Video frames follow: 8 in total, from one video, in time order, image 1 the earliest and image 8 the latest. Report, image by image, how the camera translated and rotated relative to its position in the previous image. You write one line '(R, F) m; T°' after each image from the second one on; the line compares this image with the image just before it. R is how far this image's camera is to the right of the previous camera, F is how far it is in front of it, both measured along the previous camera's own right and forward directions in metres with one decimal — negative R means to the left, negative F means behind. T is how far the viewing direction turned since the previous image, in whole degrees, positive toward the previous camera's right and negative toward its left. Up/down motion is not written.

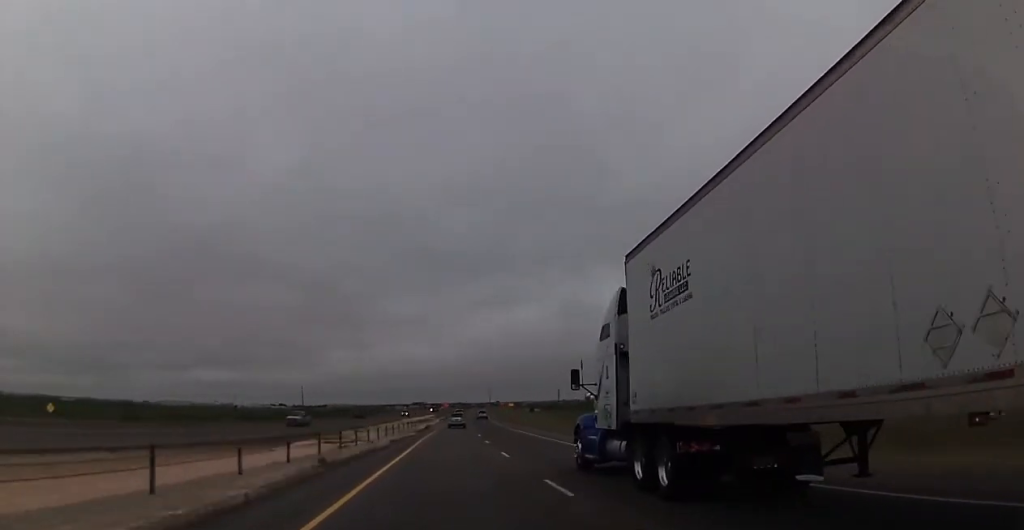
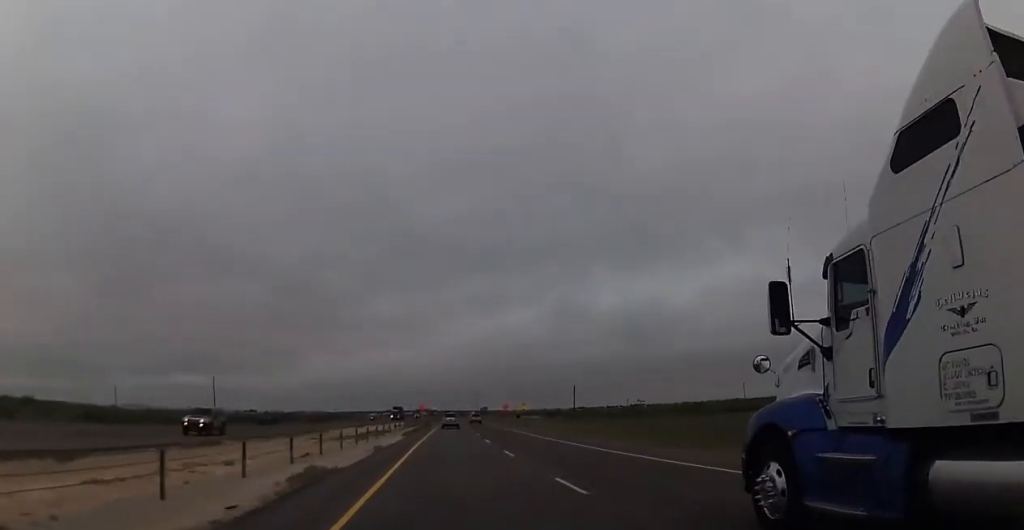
(+1.0, +73.9) m; +2°
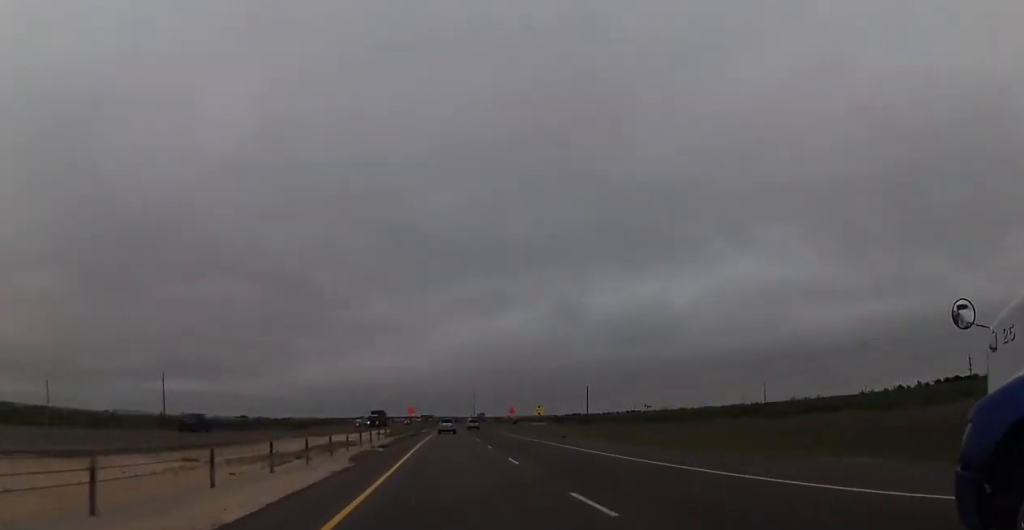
(+0.2, +27.1) m; 0°
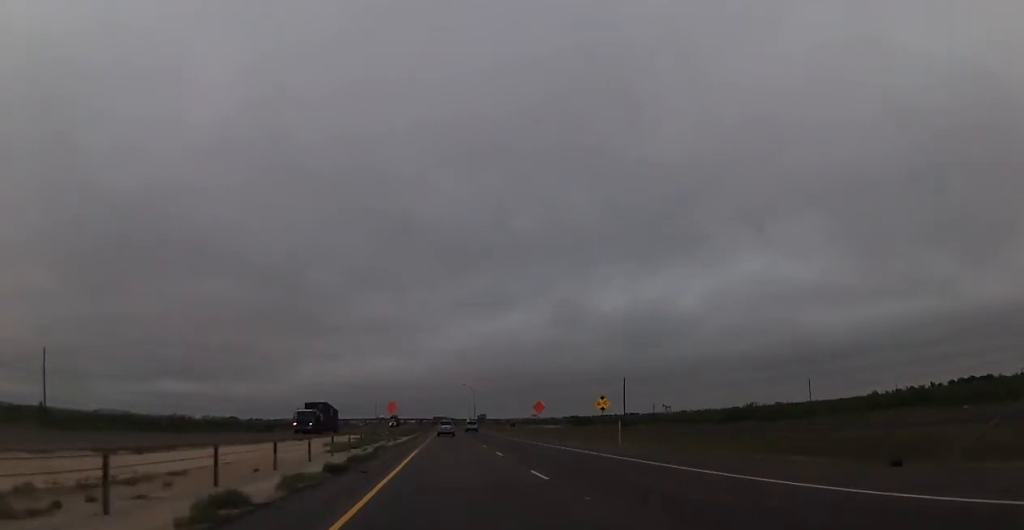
(0.0, +42.3) m; +1°
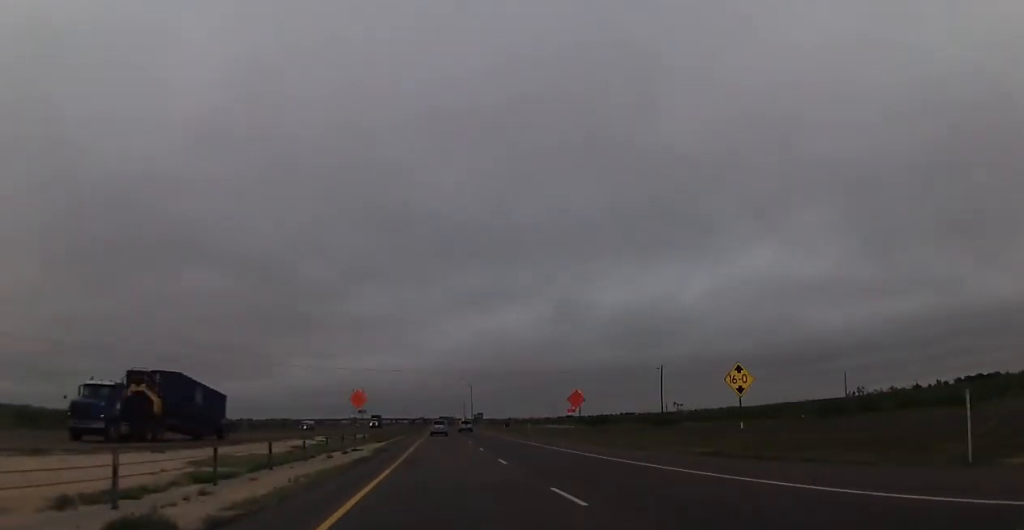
(+0.3, +29.3) m; +1°
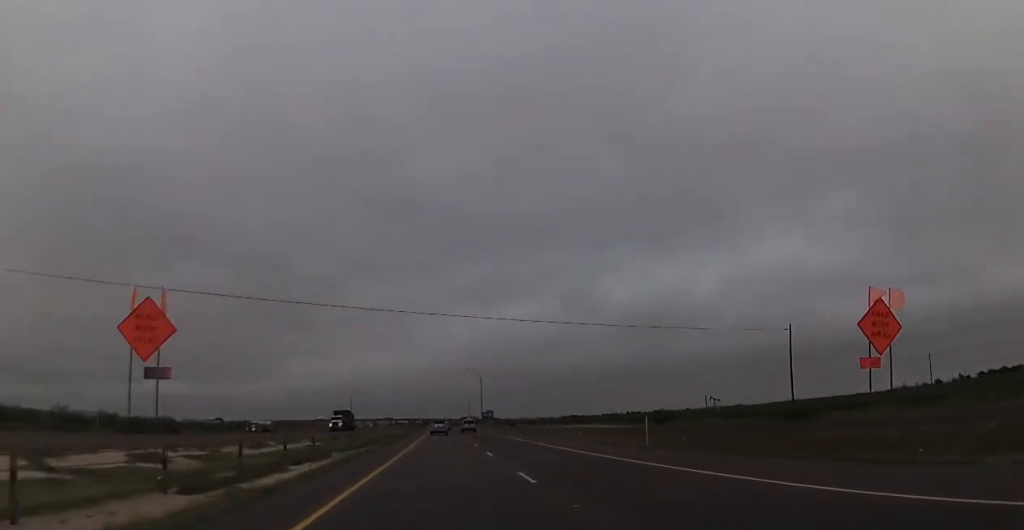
(+0.2, +44.7) m; 0°
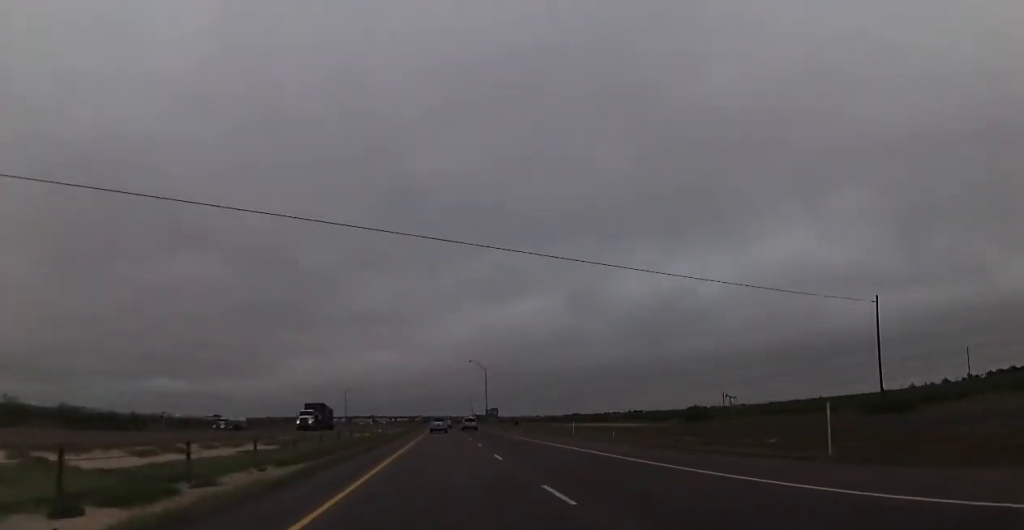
(0.0, +16.5) m; 0°
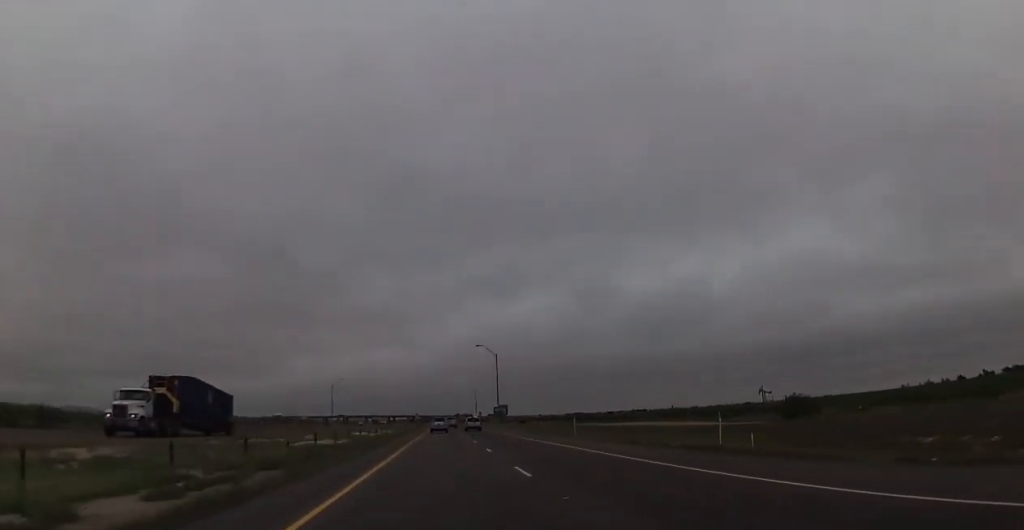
(+0.1, +31.9) m; 0°
